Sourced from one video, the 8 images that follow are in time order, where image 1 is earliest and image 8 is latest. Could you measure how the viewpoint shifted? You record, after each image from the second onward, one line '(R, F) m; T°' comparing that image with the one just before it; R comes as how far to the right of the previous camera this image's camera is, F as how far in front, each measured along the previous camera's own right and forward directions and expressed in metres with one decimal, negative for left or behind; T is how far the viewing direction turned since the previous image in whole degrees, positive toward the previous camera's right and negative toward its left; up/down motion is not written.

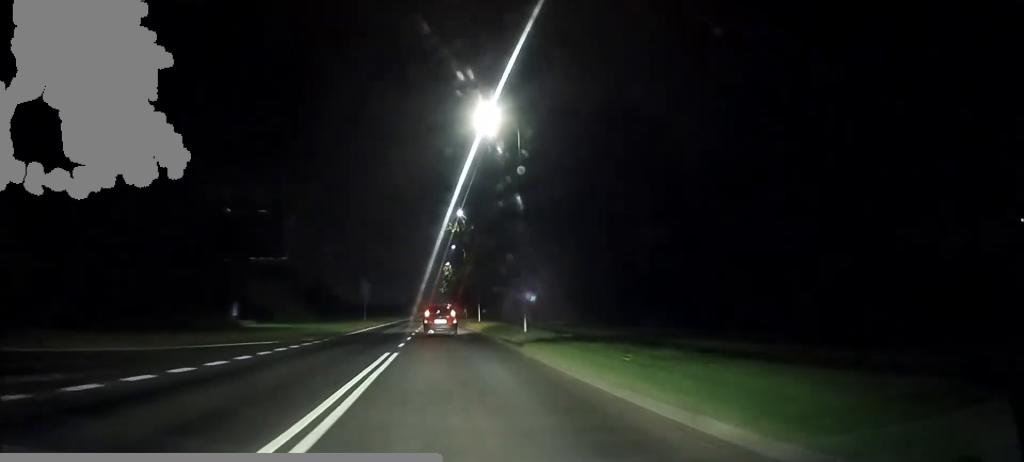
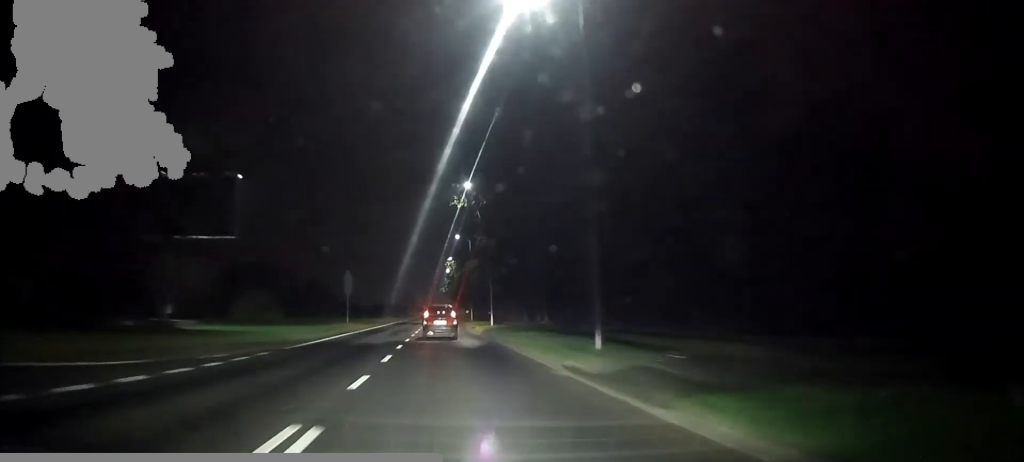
(0.0, +12.5) m; 0°
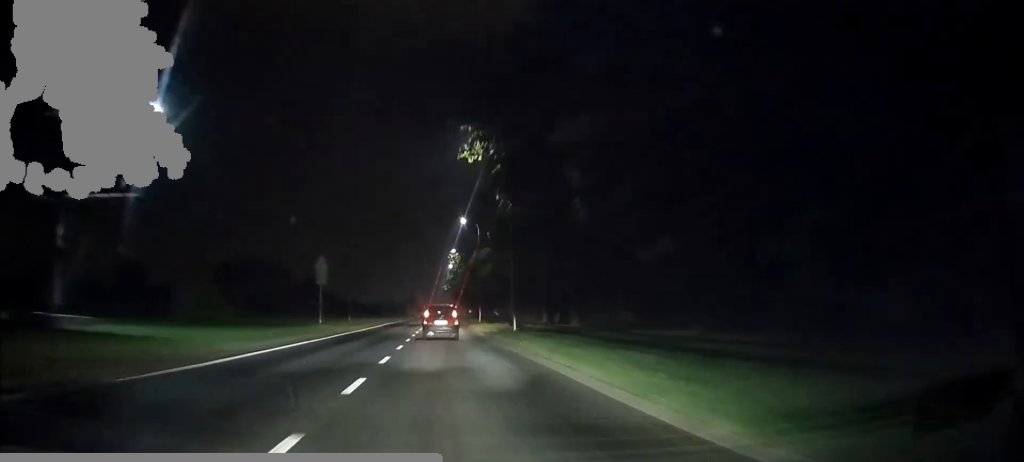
(0.0, +11.9) m; 0°
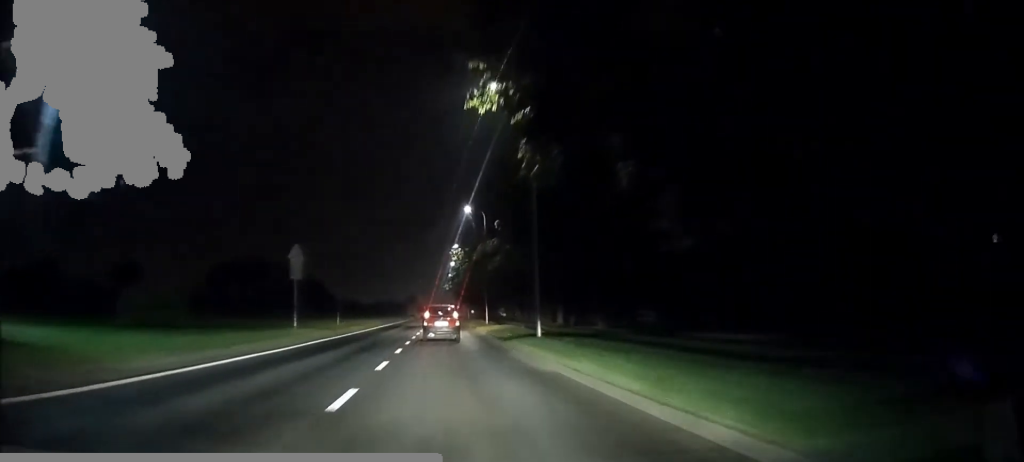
(0.0, +7.0) m; 0°
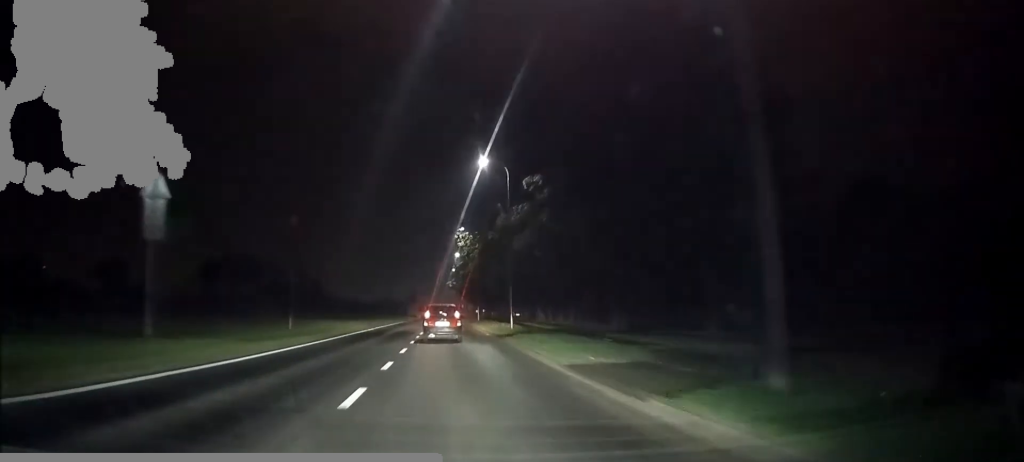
(0.0, +16.6) m; 0°
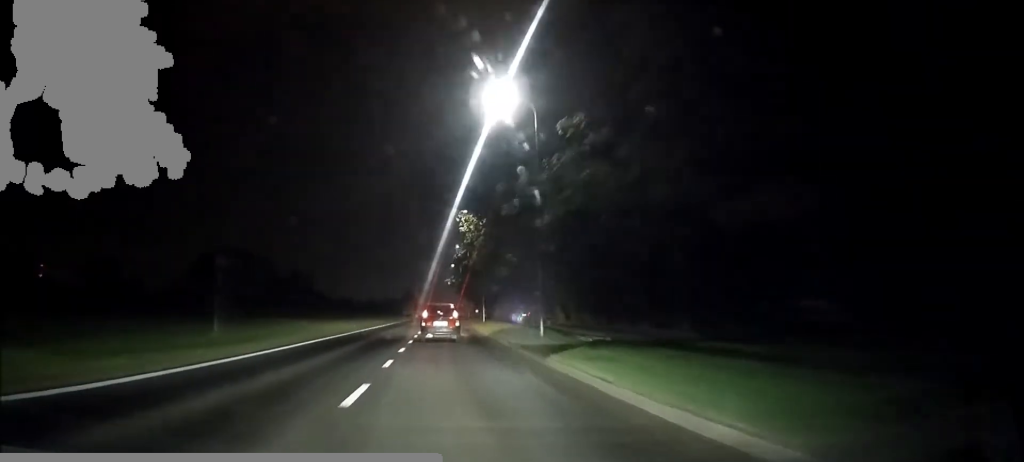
(0.0, +11.3) m; 0°
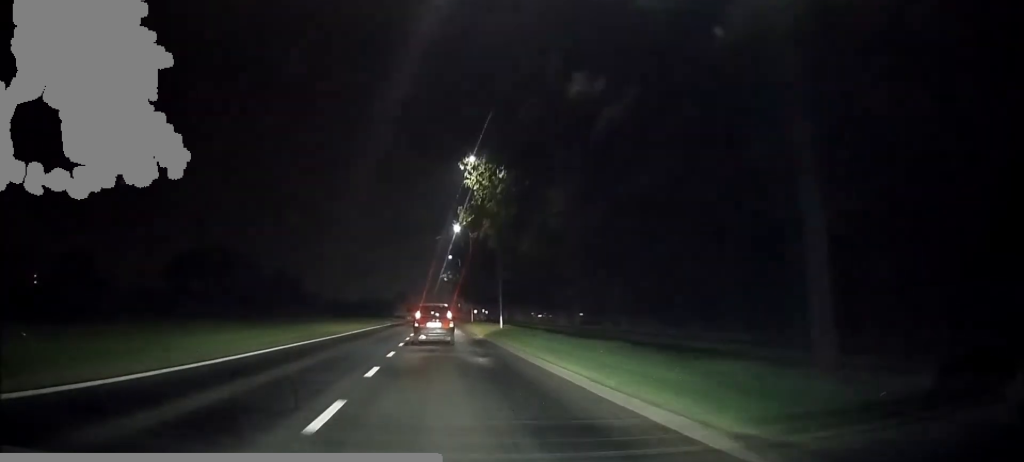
(0.0, +18.8) m; 0°
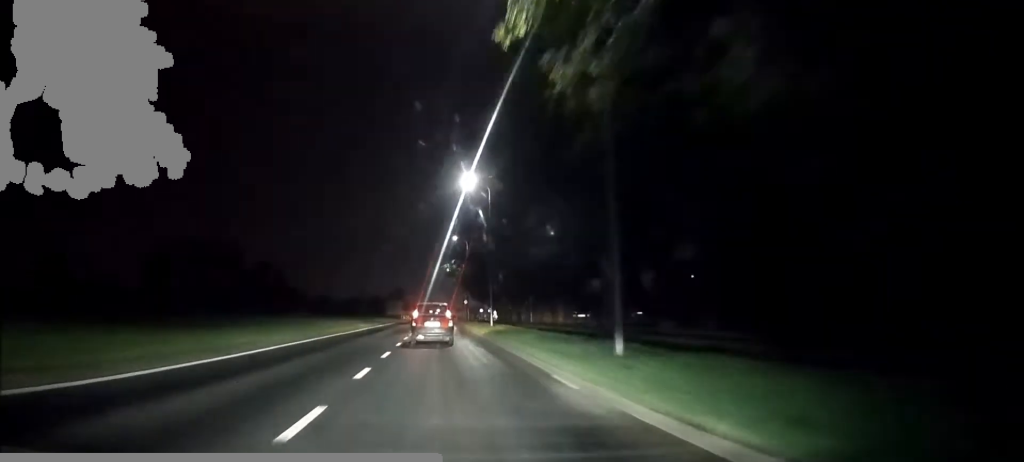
(-0.1, +23.1) m; 0°
